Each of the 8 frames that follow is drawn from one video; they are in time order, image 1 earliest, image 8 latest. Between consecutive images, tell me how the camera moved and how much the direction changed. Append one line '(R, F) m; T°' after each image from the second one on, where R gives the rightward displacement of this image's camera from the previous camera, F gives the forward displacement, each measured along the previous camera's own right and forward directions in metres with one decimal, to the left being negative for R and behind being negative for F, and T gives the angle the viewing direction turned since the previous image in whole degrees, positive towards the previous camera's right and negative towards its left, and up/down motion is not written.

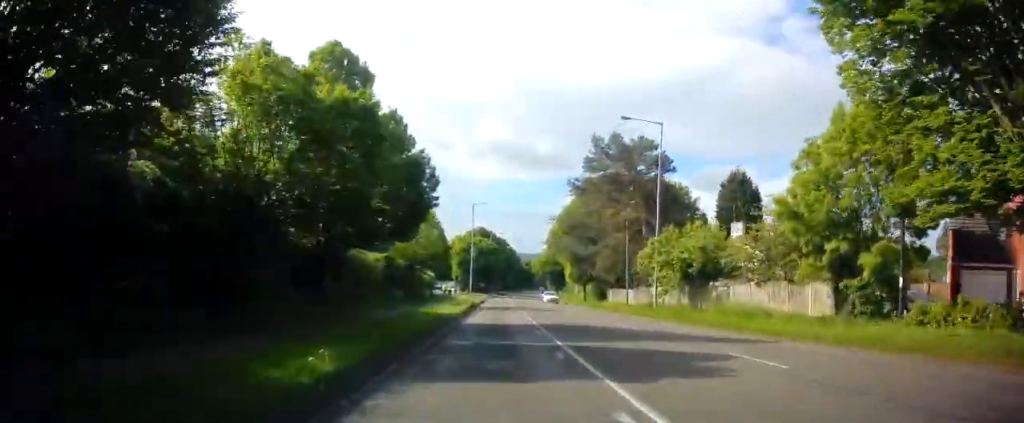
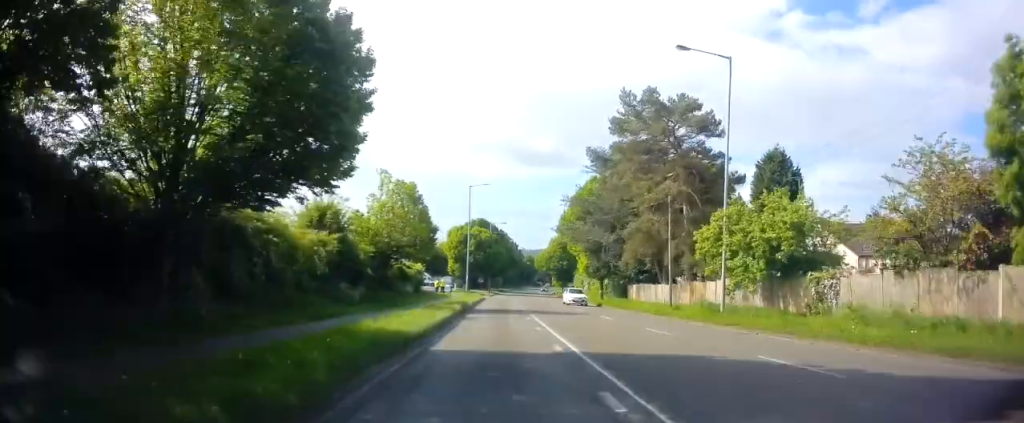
(+0.4, +10.6) m; +1°
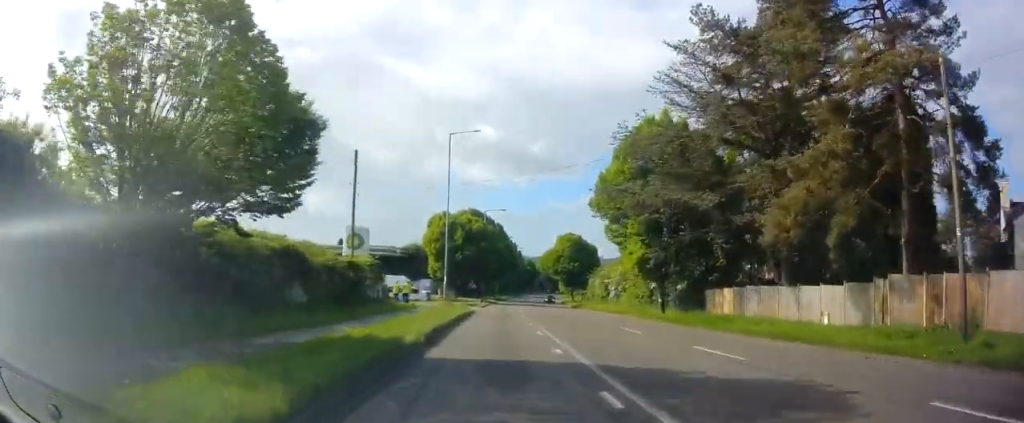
(-0.3, +23.0) m; -1°
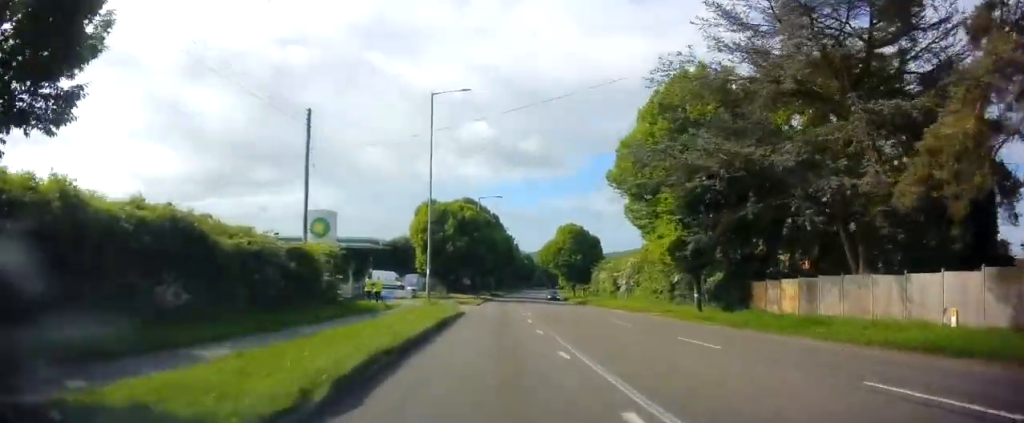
(0.0, +7.5) m; +1°
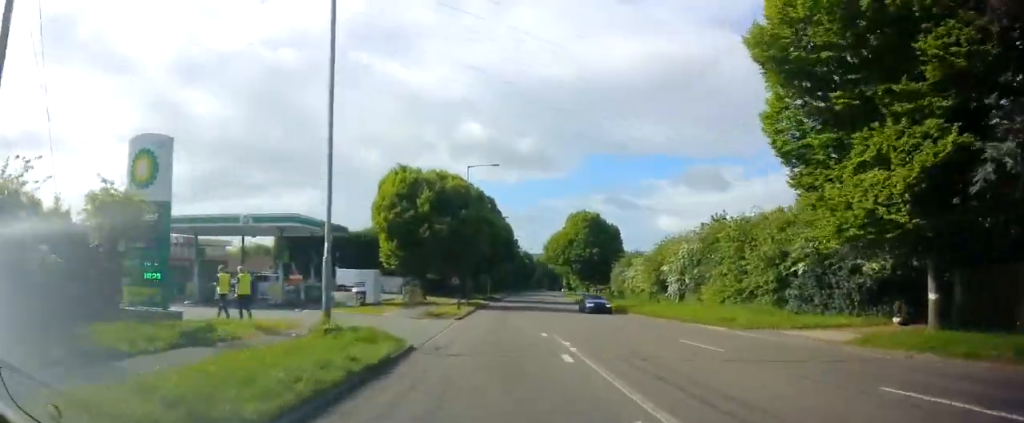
(+0.3, +18.2) m; 0°
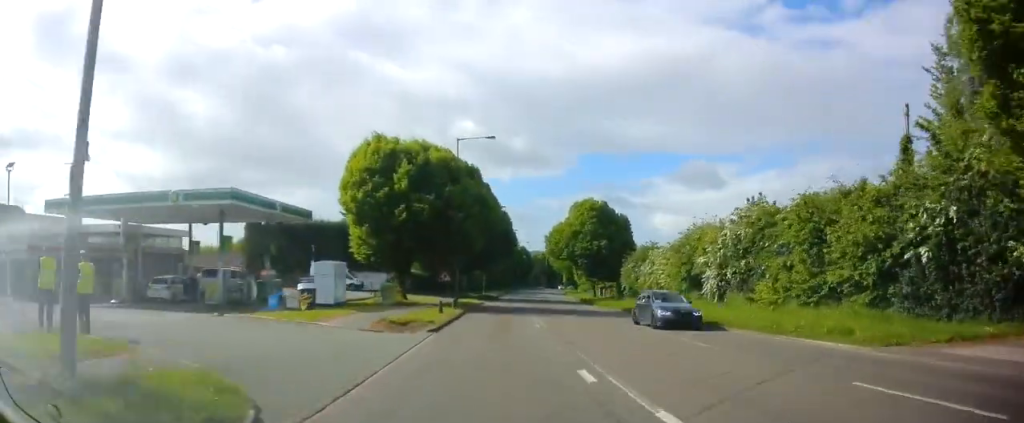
(-0.1, +8.5) m; 0°
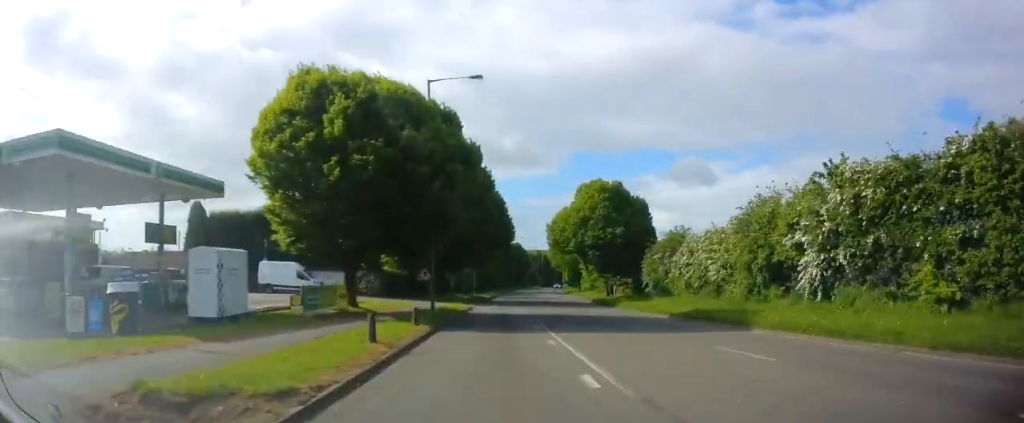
(-0.2, +12.5) m; +1°
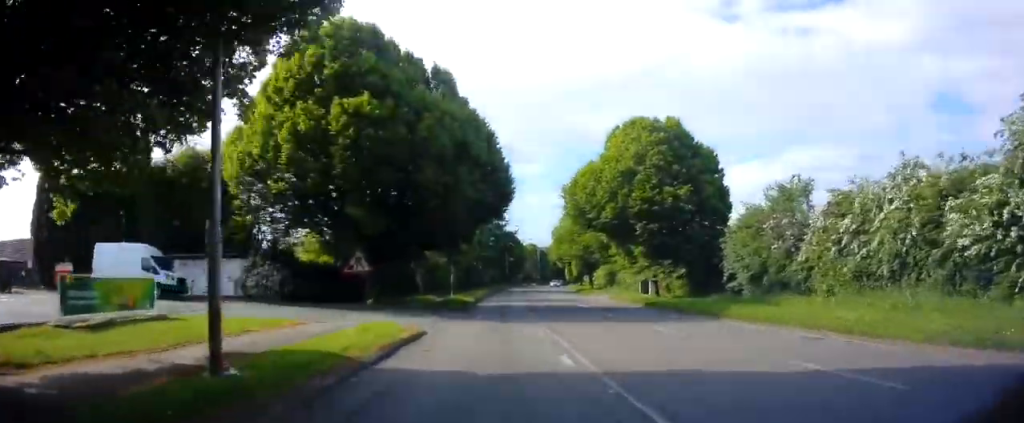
(+0.7, +22.0) m; +2°
